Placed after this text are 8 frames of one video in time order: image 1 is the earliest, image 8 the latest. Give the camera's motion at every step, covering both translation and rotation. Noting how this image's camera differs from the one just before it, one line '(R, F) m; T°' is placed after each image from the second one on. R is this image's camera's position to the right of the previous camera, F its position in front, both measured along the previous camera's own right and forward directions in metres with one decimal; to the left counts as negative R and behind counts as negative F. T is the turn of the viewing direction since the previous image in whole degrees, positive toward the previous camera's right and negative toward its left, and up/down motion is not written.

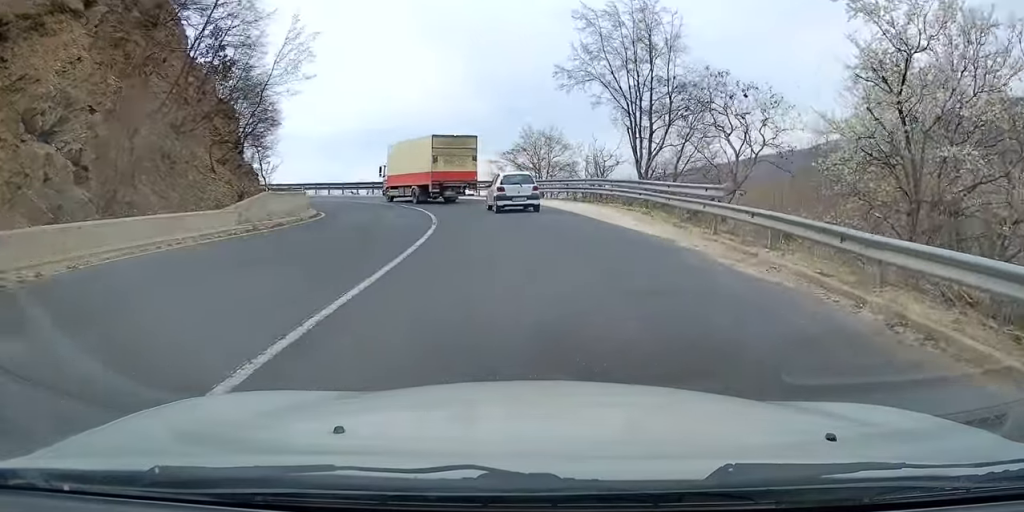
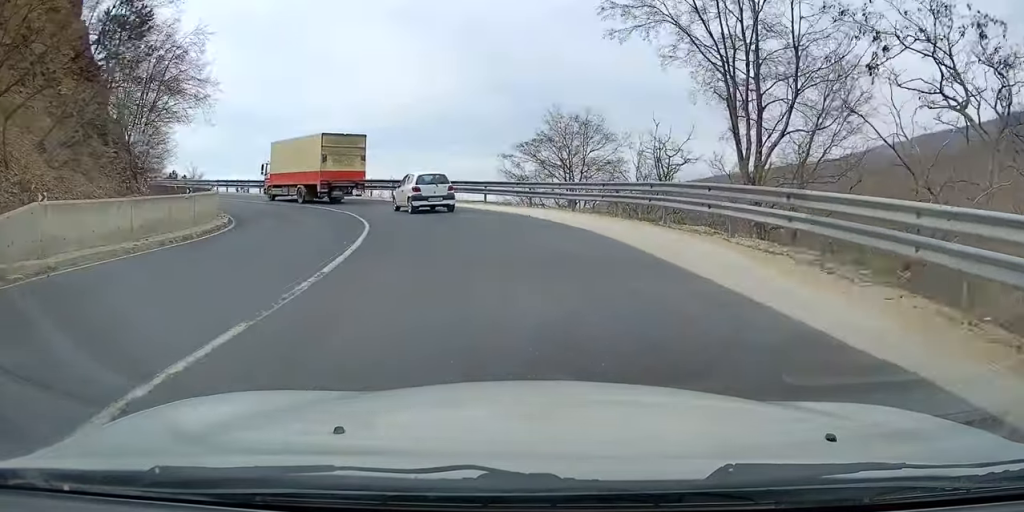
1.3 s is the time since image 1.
(-0.3, +13.0) m; -6°
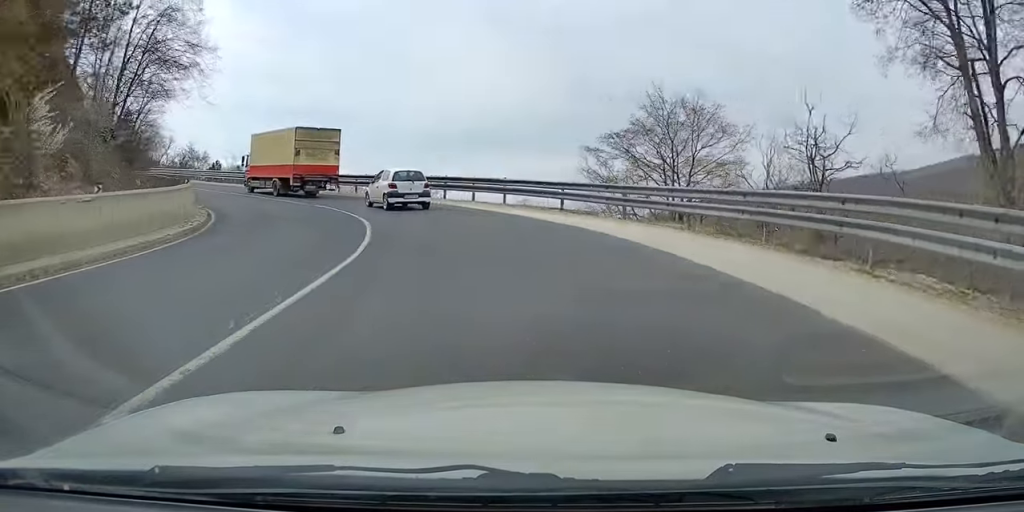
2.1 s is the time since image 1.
(-0.4, +8.0) m; -5°
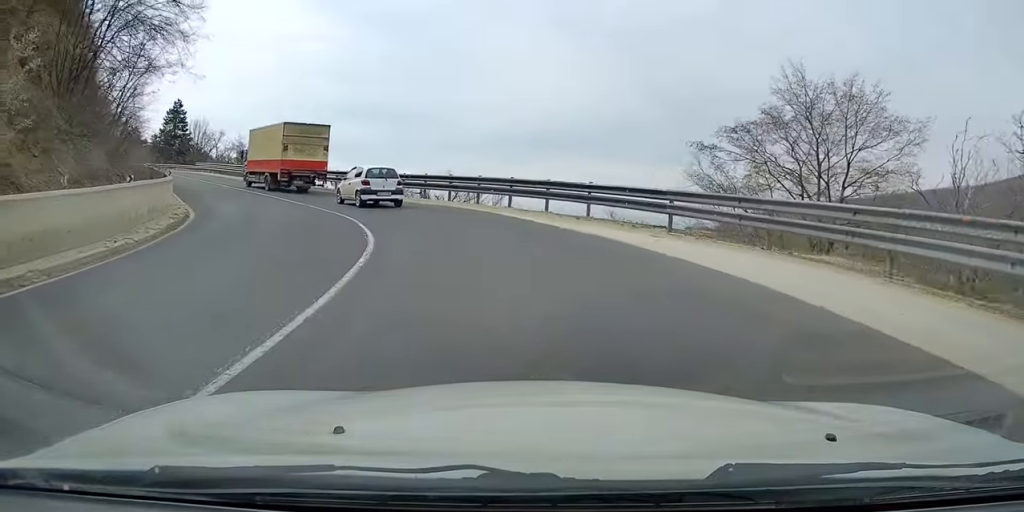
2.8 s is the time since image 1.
(-0.2, +7.0) m; -6°
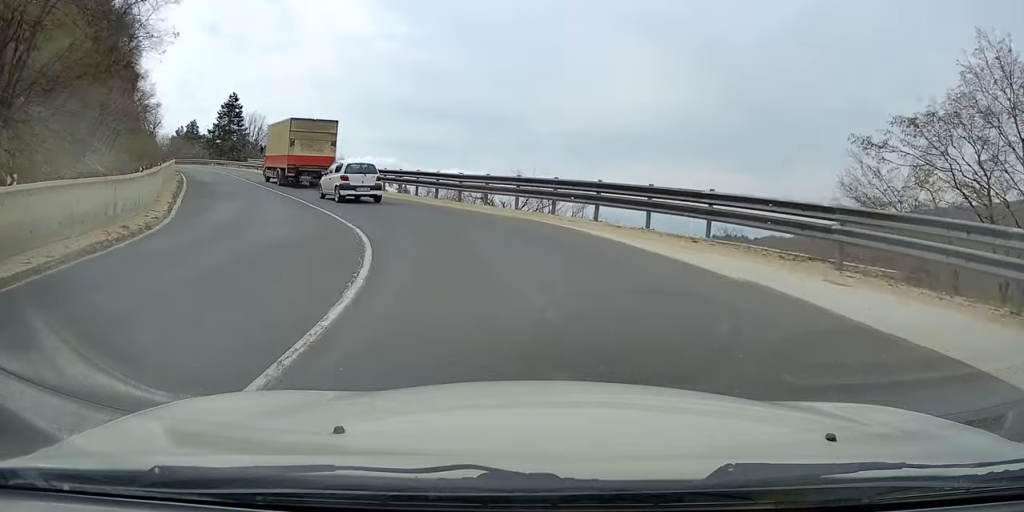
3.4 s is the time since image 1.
(0.0, +6.0) m; -11°
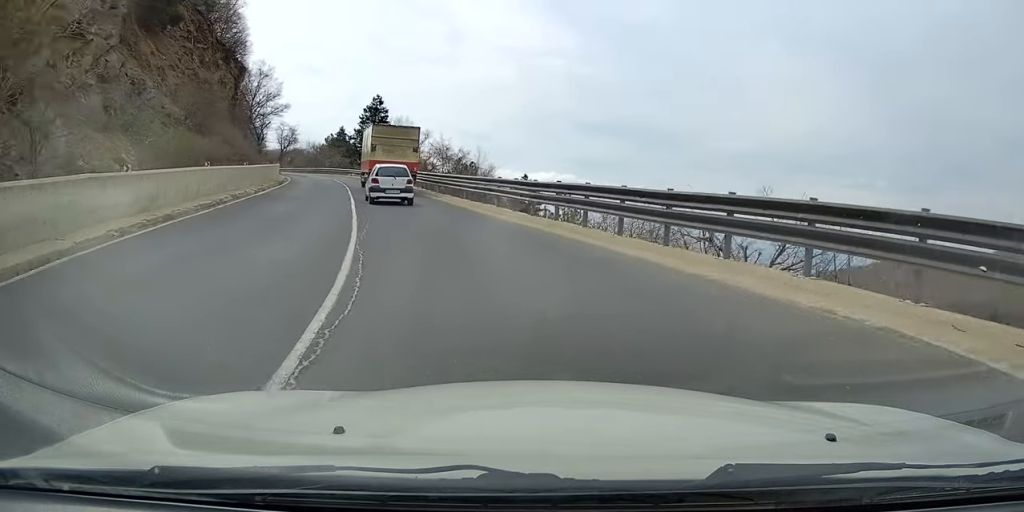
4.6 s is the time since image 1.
(-2.6, +11.5) m; -17°
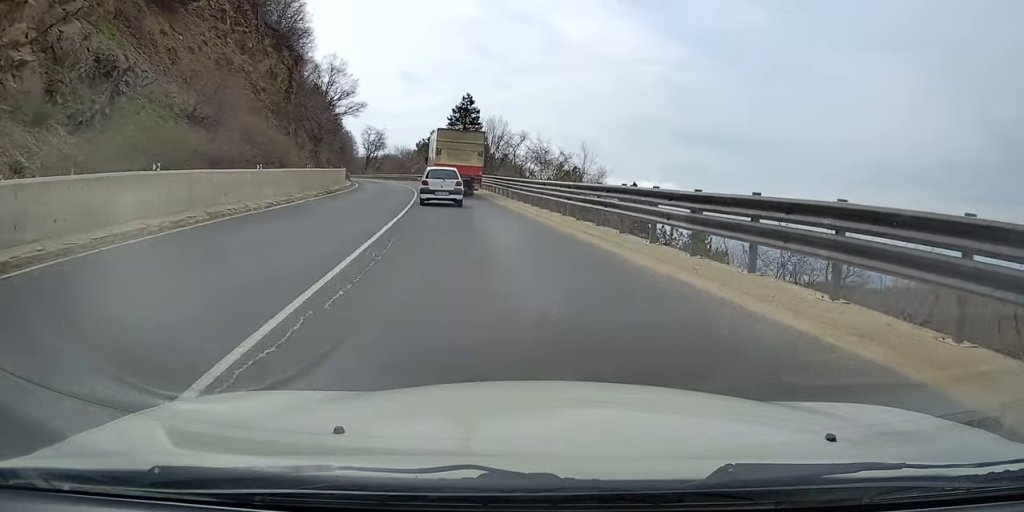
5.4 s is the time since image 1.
(-0.1, +9.3) m; -1°
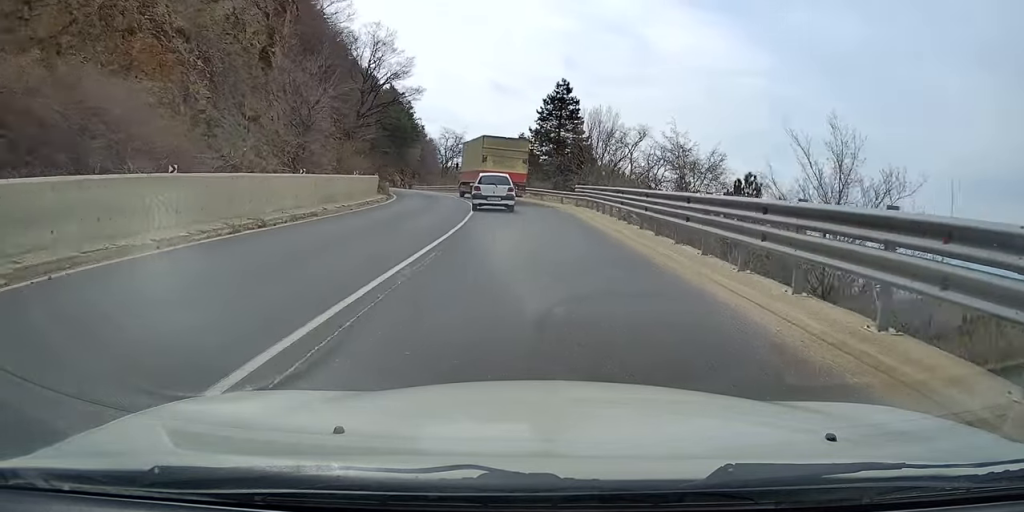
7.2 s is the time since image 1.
(-1.7, +19.4) m; -11°
